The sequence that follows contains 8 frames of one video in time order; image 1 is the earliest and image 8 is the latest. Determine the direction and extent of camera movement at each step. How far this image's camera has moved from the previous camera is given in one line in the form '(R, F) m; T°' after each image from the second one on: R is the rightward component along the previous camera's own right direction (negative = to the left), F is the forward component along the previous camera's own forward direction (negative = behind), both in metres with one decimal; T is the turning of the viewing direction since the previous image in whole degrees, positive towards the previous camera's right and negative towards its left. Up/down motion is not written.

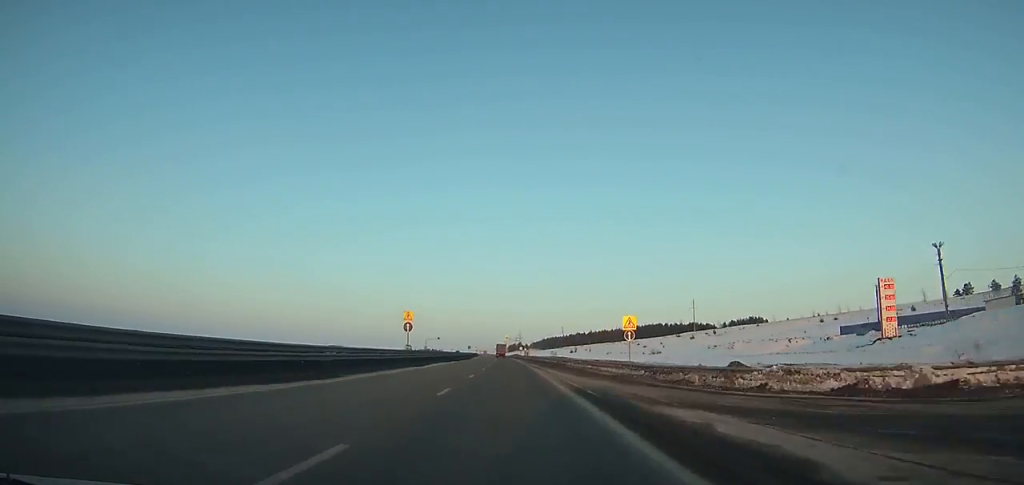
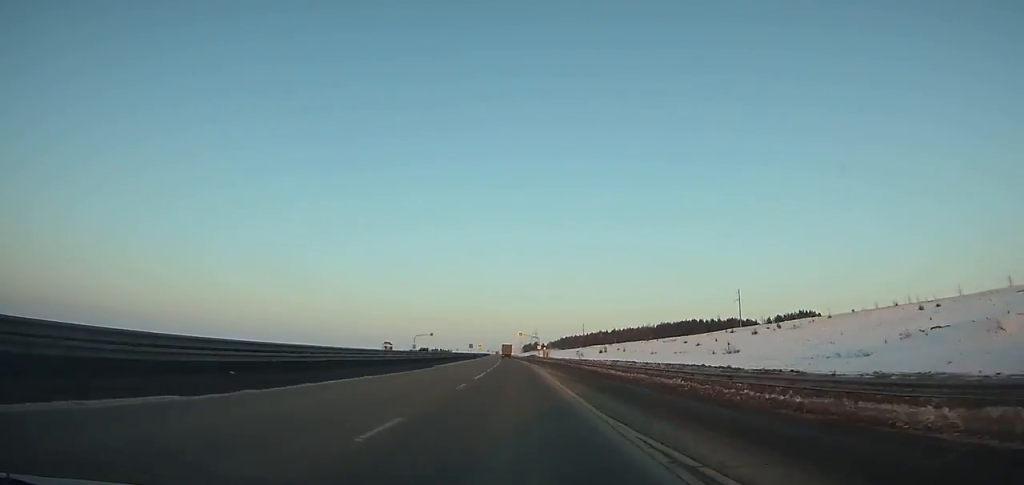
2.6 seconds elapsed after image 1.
(-0.5, +56.2) m; -1°
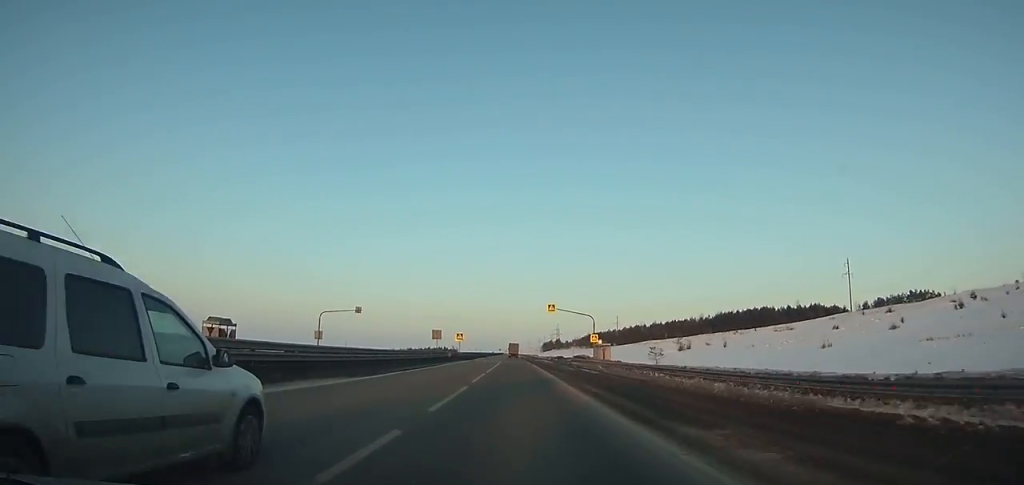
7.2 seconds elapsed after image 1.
(-1.3, +101.7) m; -1°
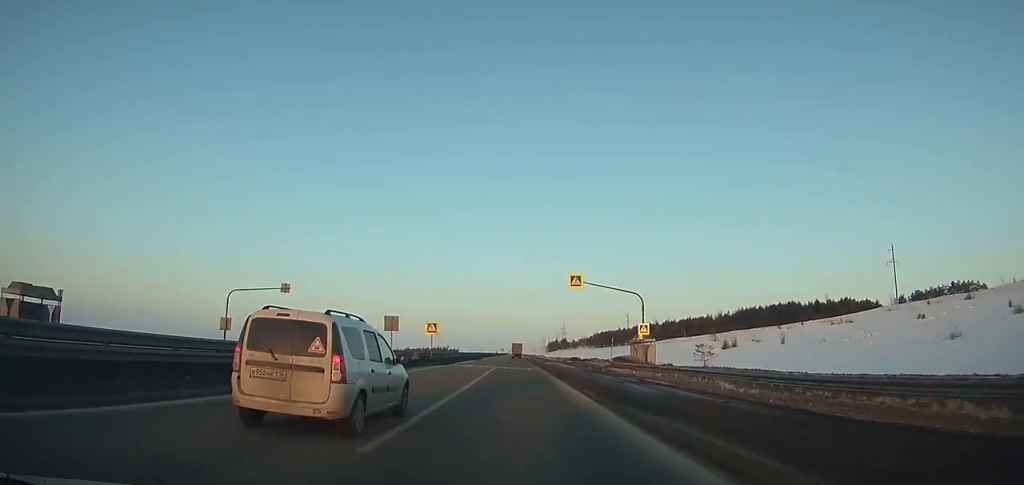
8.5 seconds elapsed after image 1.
(0.0, +29.1) m; 0°
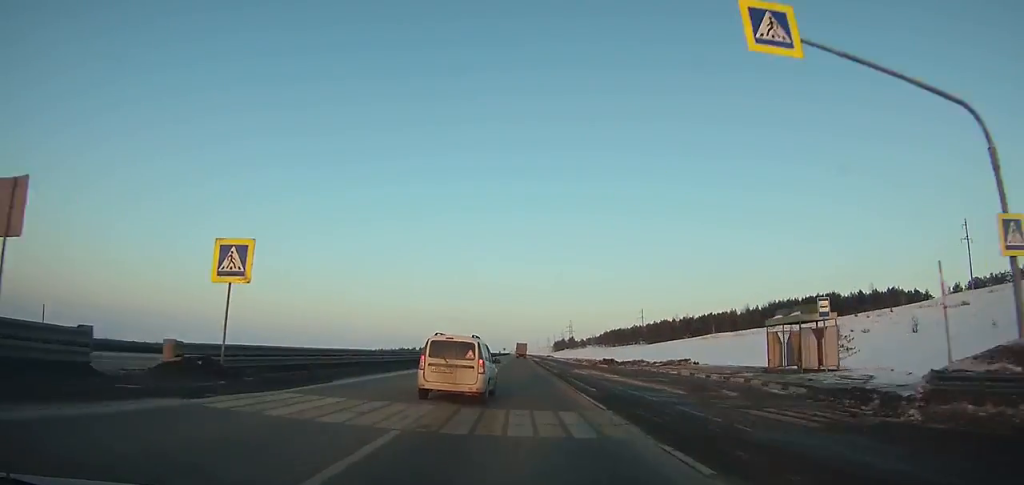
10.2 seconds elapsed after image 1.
(-0.1, +38.4) m; 0°
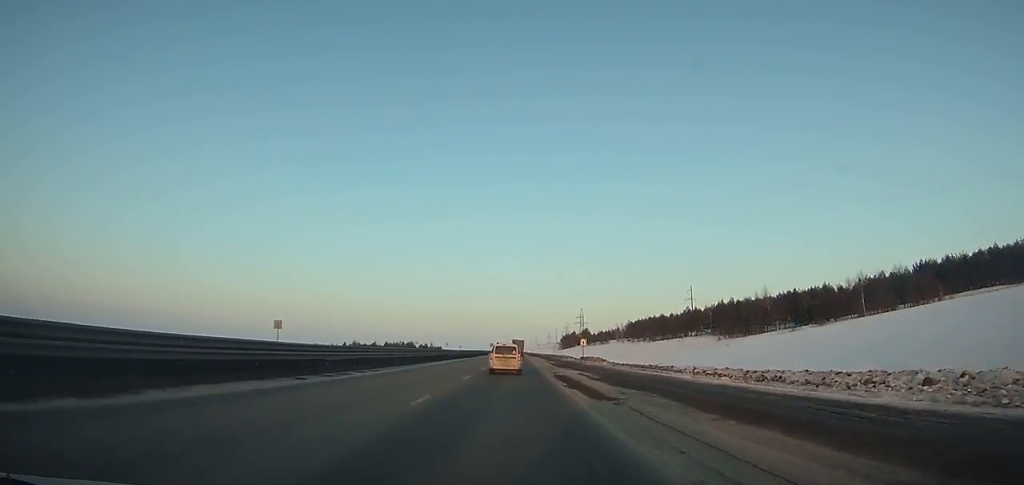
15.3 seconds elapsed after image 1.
(-0.1, +115.9) m; 0°
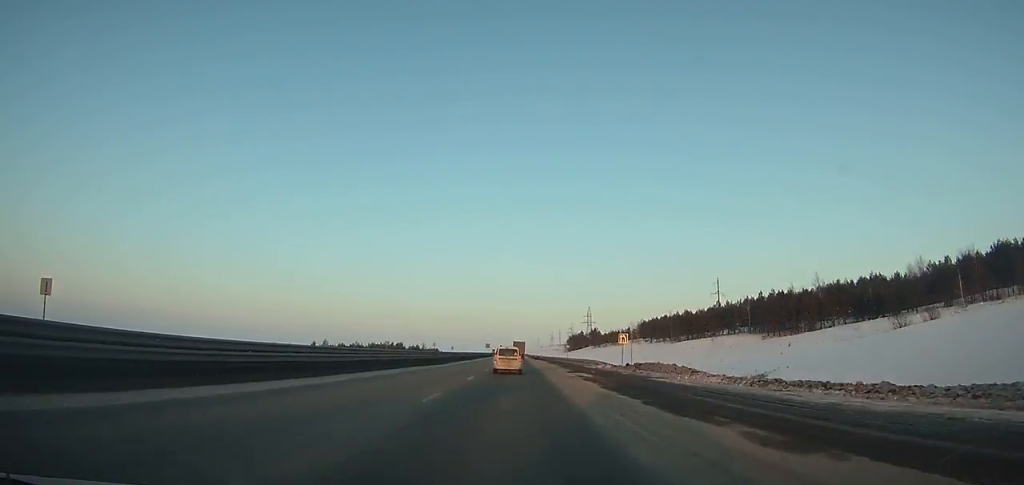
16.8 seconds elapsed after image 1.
(-0.1, +34.0) m; 0°
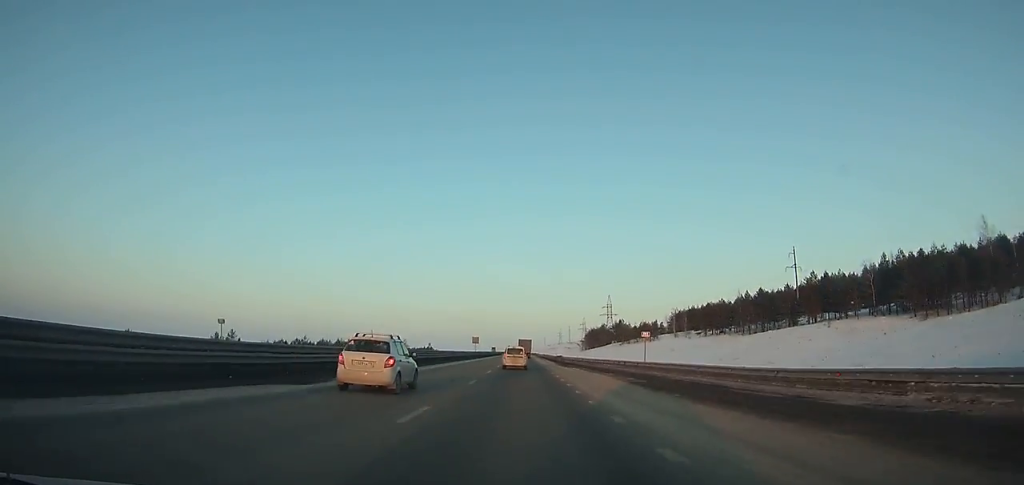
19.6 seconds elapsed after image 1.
(-0.2, +63.4) m; 0°
